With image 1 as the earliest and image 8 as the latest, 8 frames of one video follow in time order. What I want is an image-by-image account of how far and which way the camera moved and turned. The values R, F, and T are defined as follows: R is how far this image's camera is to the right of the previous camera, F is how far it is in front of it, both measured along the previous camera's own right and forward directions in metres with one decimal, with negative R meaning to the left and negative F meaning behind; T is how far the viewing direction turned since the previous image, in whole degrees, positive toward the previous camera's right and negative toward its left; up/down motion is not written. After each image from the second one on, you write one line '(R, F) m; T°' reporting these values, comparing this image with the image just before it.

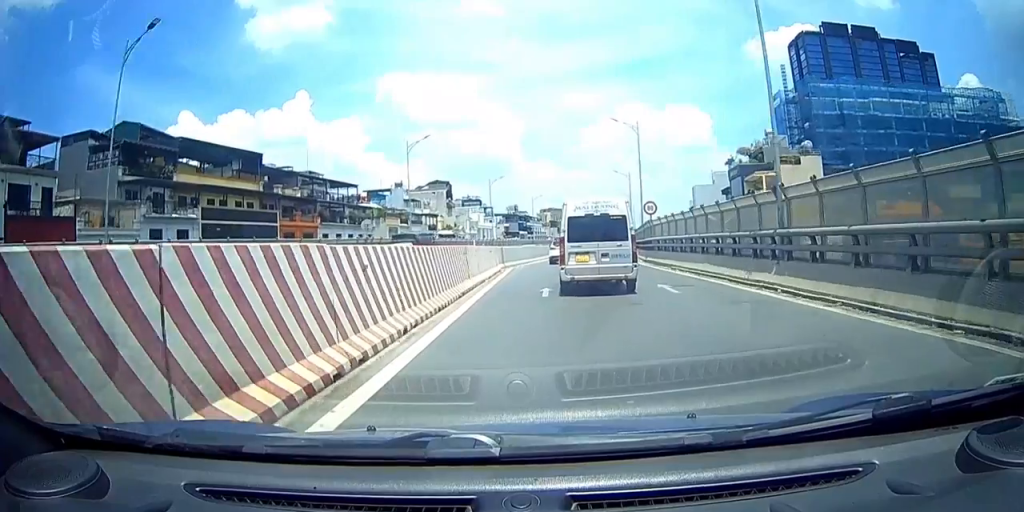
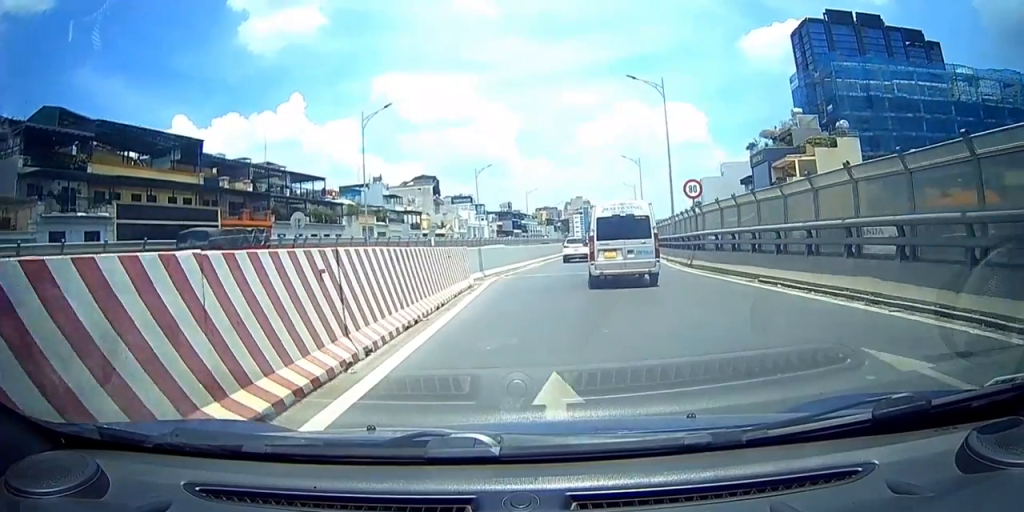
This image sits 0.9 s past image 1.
(-0.1, +10.1) m; -2°
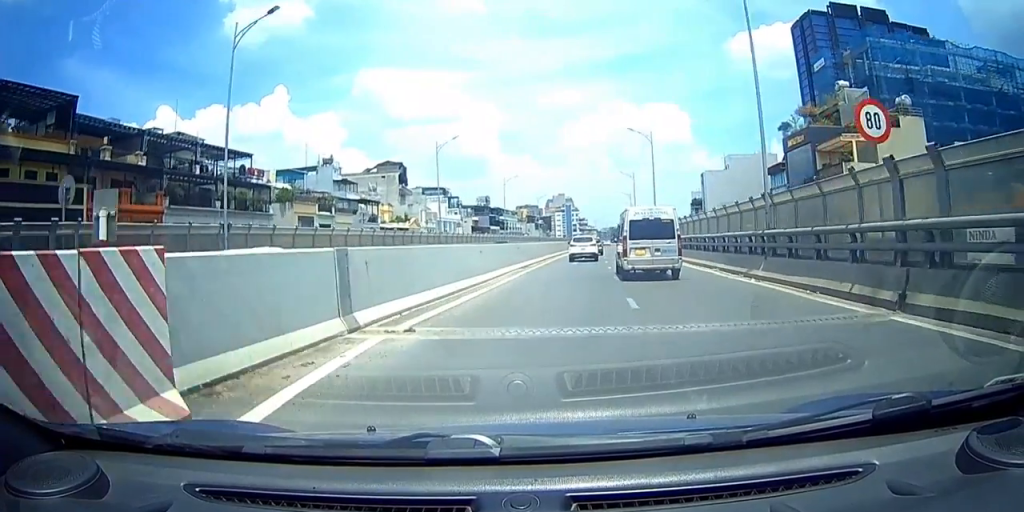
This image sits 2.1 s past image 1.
(-0.4, +14.9) m; -2°
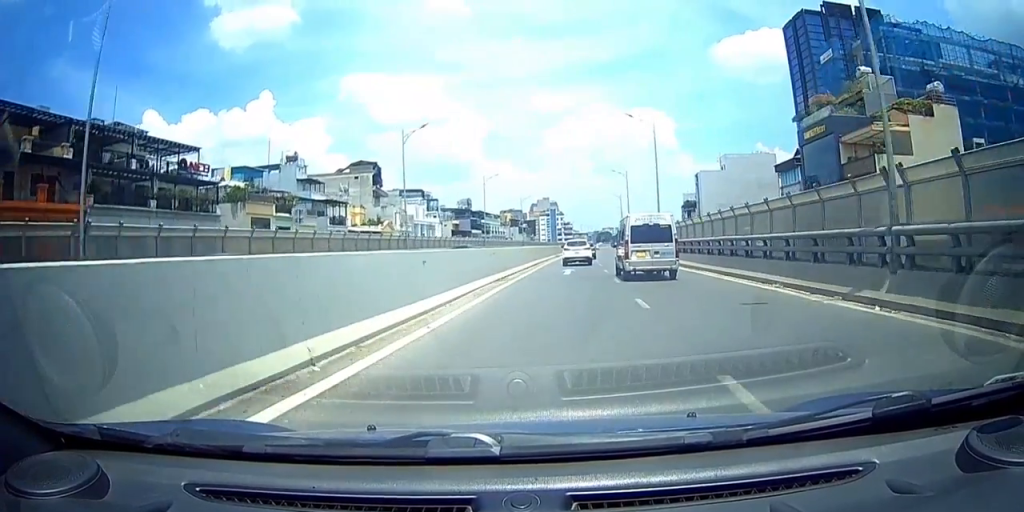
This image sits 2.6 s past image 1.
(0.0, +7.0) m; 0°
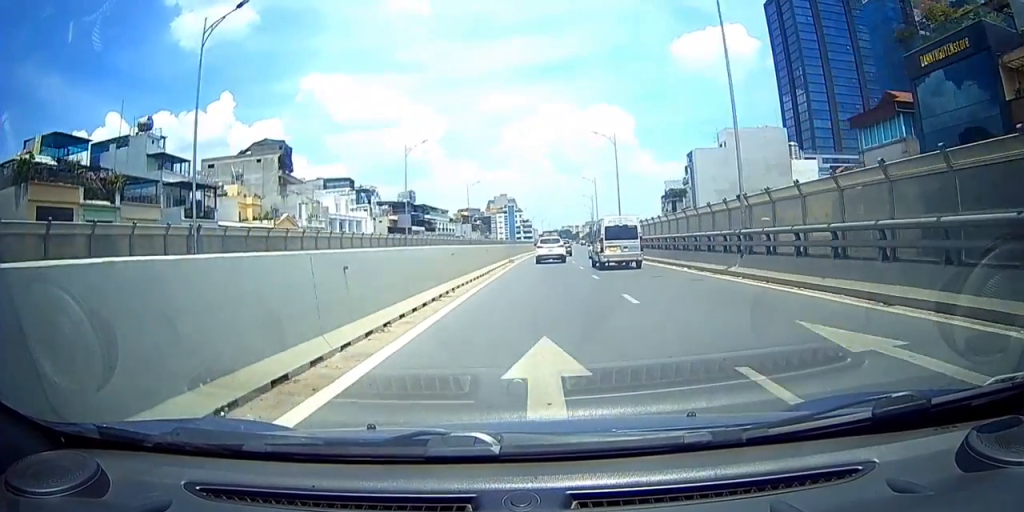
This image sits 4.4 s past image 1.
(0.0, +24.5) m; 0°
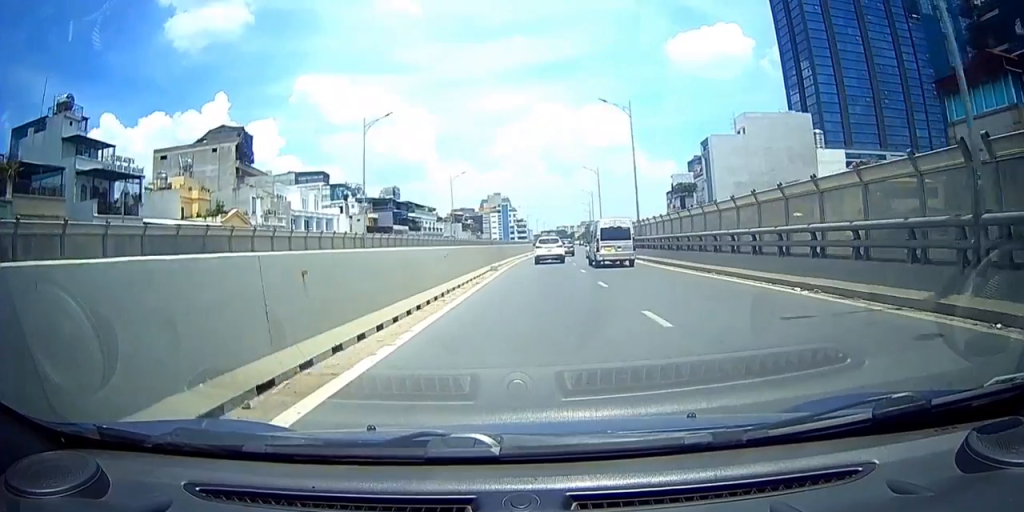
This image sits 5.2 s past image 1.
(0.0, +11.3) m; 0°
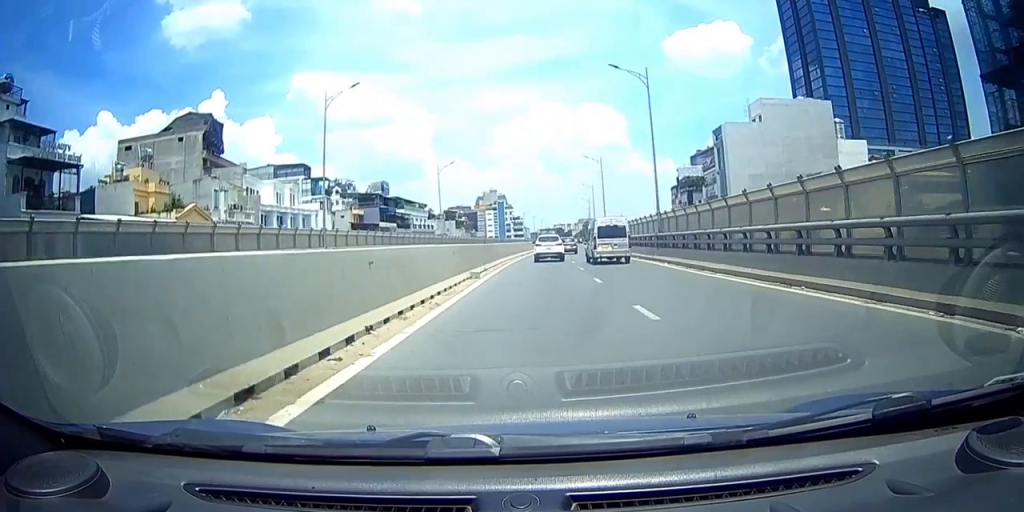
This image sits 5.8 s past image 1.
(0.0, +7.3) m; 0°
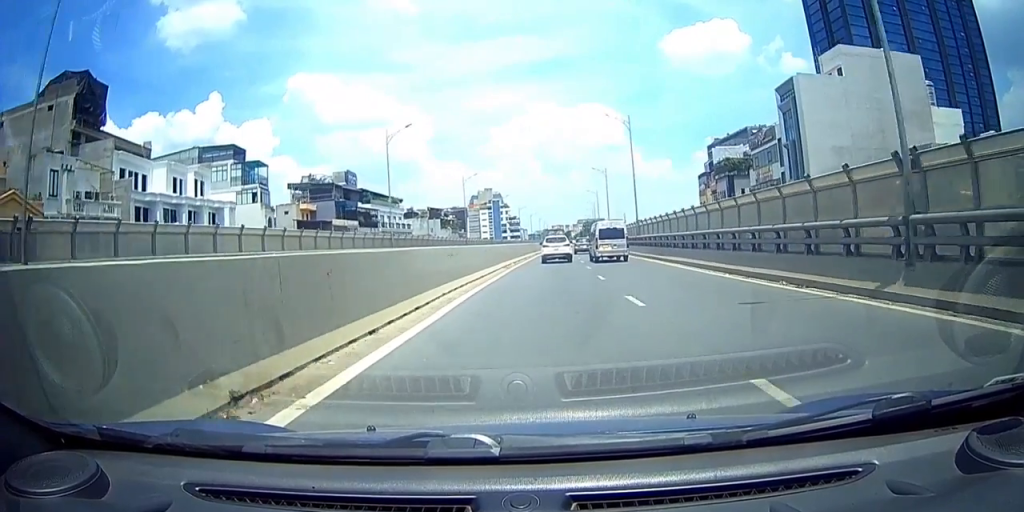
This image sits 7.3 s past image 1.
(+0.2, +21.3) m; +1°
